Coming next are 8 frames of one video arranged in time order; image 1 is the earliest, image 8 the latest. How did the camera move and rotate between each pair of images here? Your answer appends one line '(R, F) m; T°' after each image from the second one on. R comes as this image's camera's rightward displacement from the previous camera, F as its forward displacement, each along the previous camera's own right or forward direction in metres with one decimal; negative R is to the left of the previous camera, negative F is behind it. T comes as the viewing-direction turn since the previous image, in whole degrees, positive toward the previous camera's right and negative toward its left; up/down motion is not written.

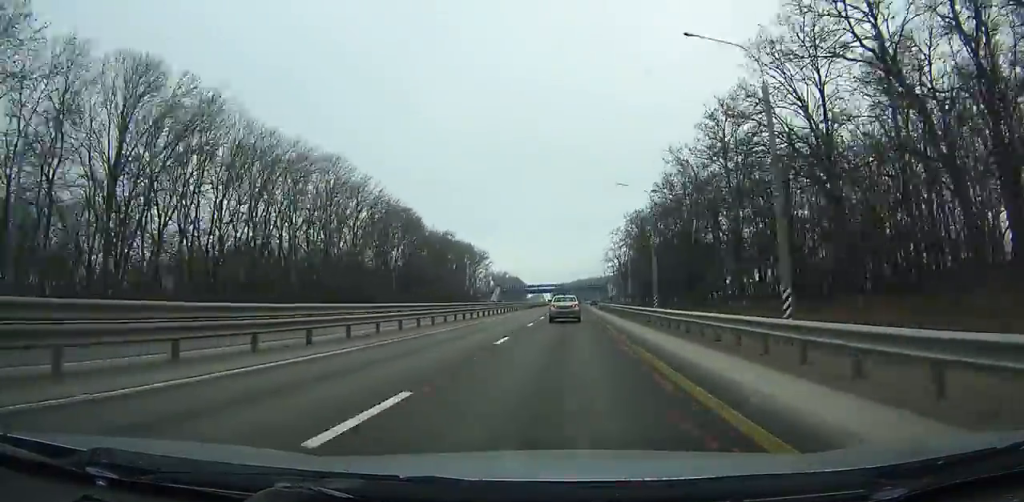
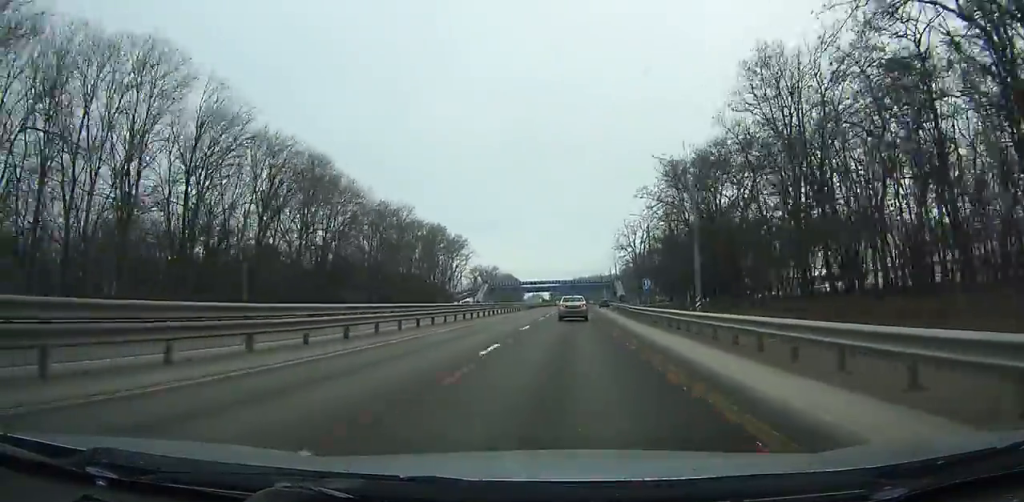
(+0.2, +39.6) m; 0°
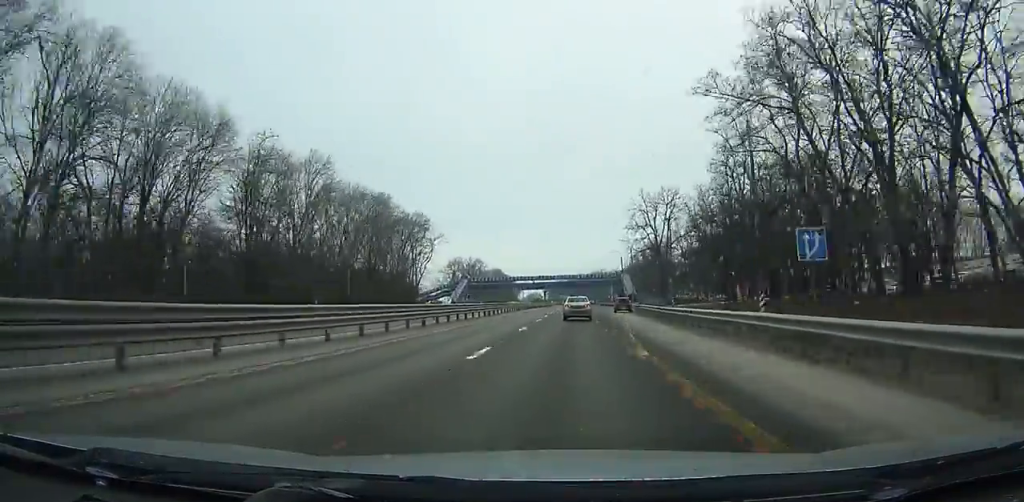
(+0.1, +37.4) m; 0°
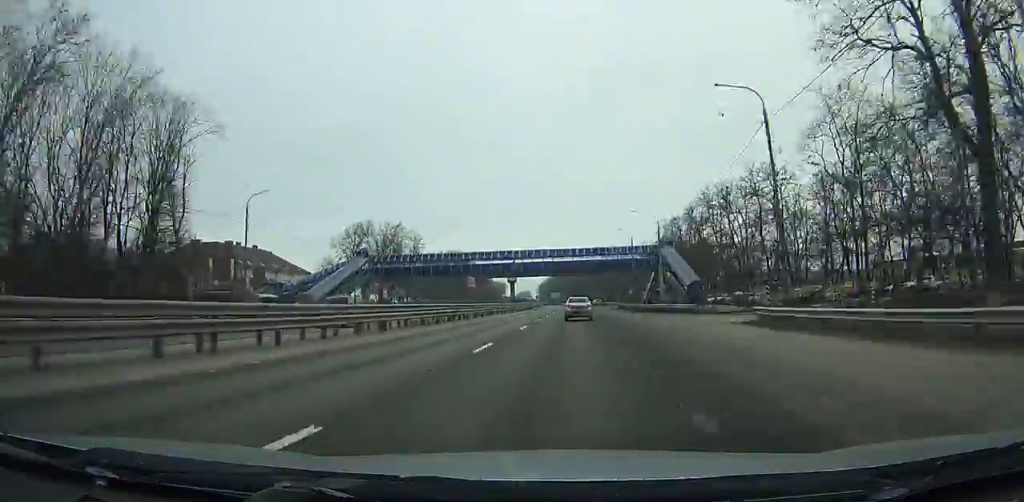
(+0.3, +82.4) m; 0°
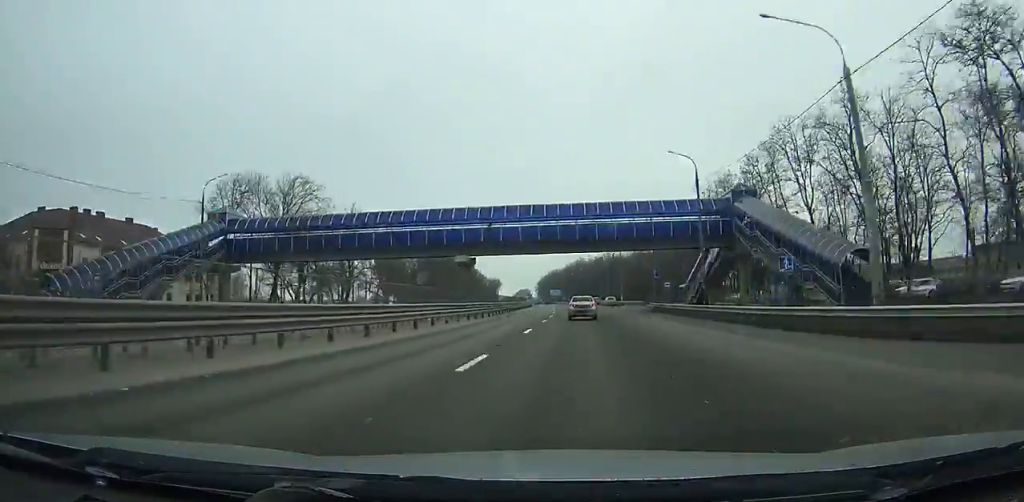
(0.0, +40.2) m; 0°
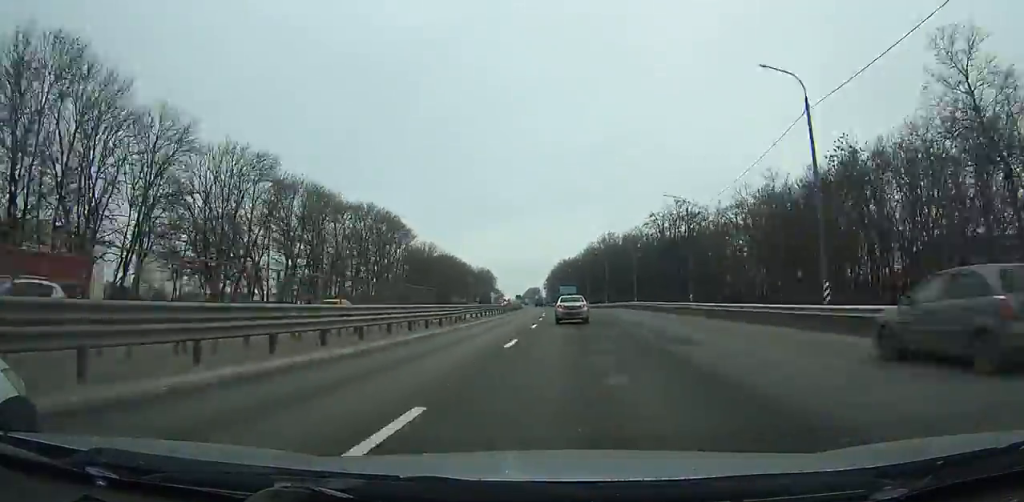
(-1.4, +101.8) m; -2°
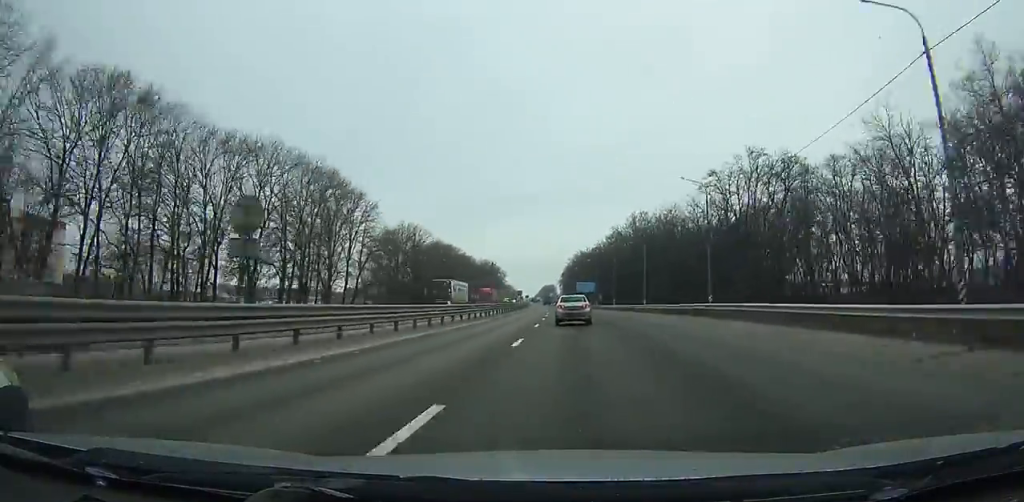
(-0.2, +35.3) m; -1°
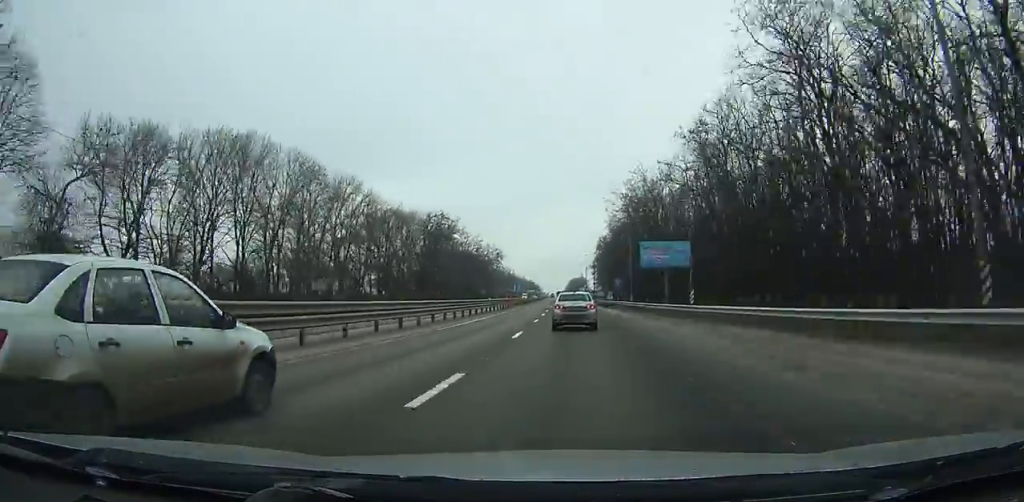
(-3.1, +115.8) m; -2°
